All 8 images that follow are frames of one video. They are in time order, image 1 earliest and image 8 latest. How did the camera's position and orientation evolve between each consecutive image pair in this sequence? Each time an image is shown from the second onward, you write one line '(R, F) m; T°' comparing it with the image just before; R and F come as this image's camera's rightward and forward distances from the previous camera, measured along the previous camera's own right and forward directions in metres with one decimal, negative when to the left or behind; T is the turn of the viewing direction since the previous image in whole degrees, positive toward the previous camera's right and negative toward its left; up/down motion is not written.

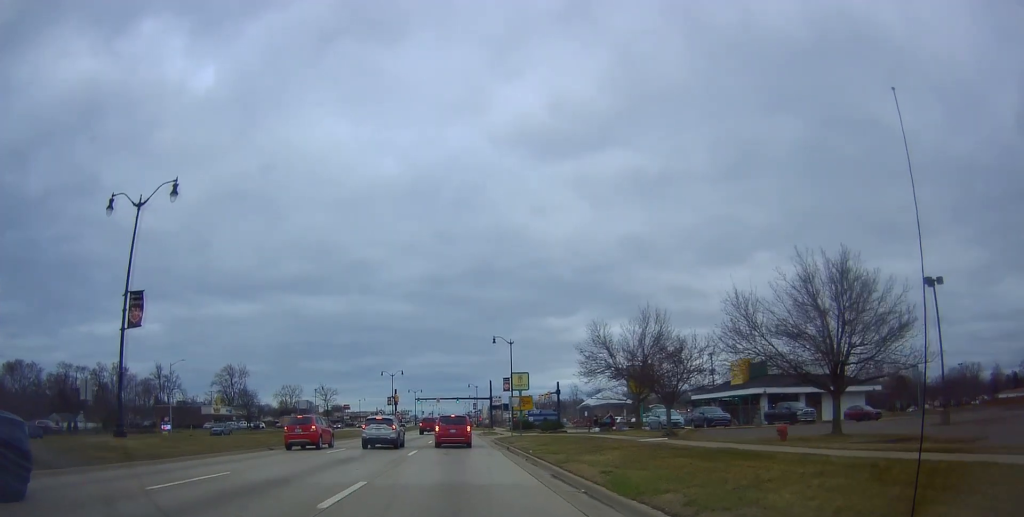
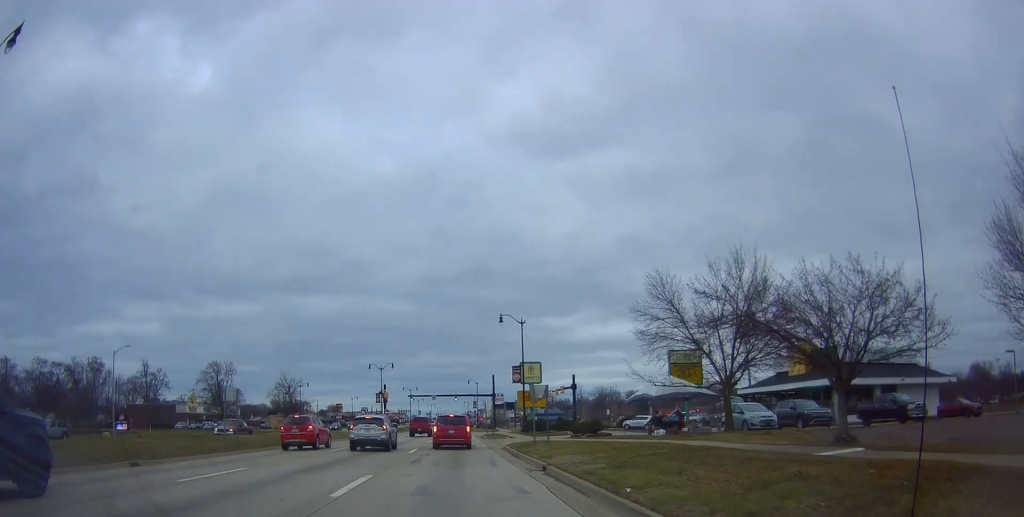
(0.0, +16.1) m; 0°
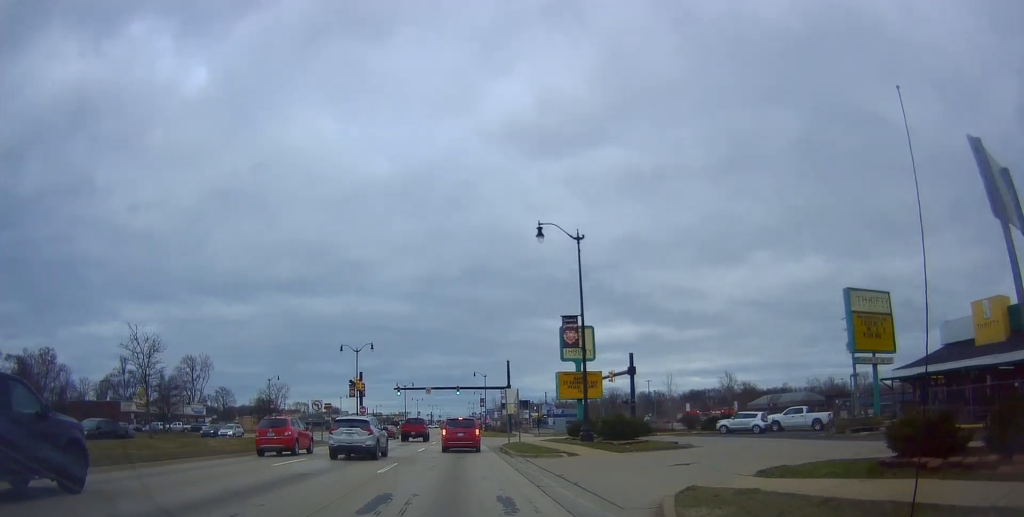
(0.0, +28.9) m; 0°
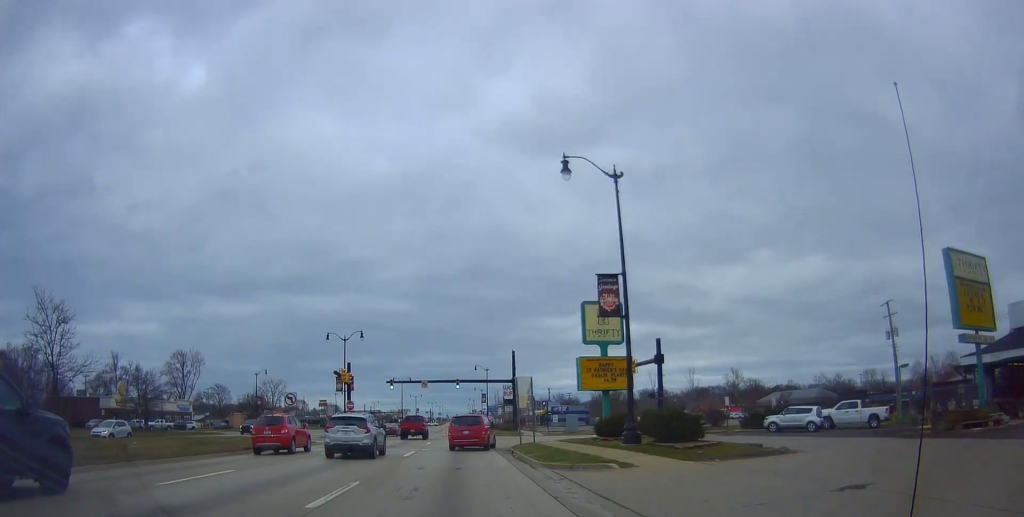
(0.0, +7.9) m; 0°
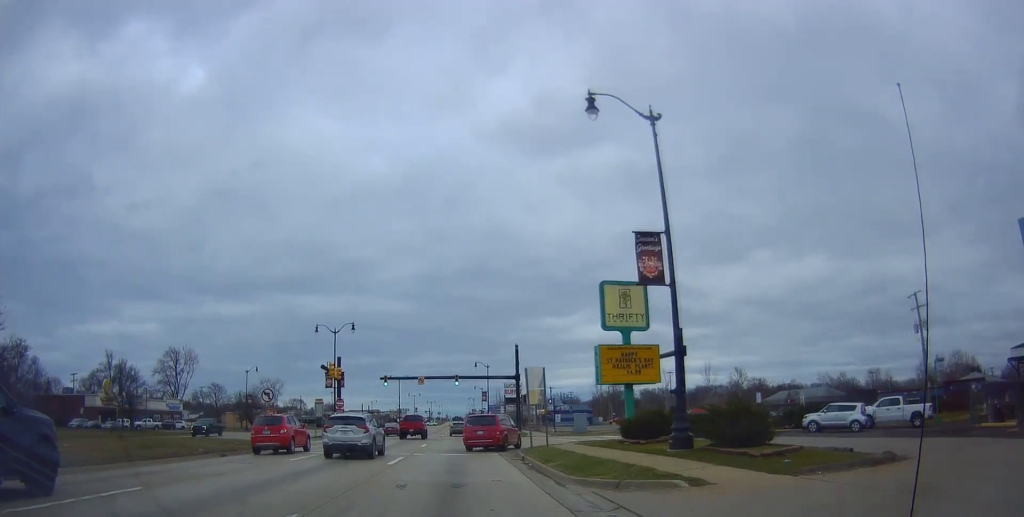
(0.0, +4.8) m; 0°
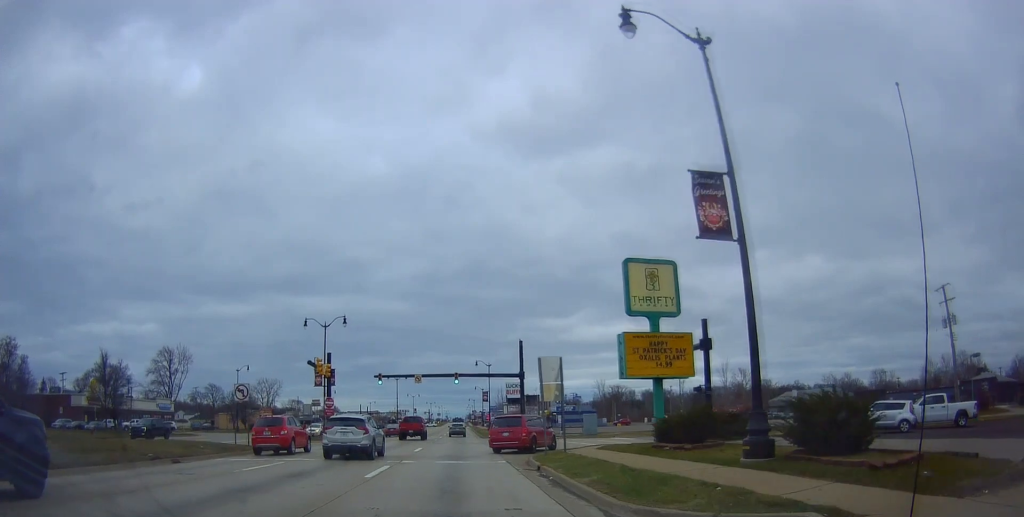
(0.0, +4.3) m; 0°
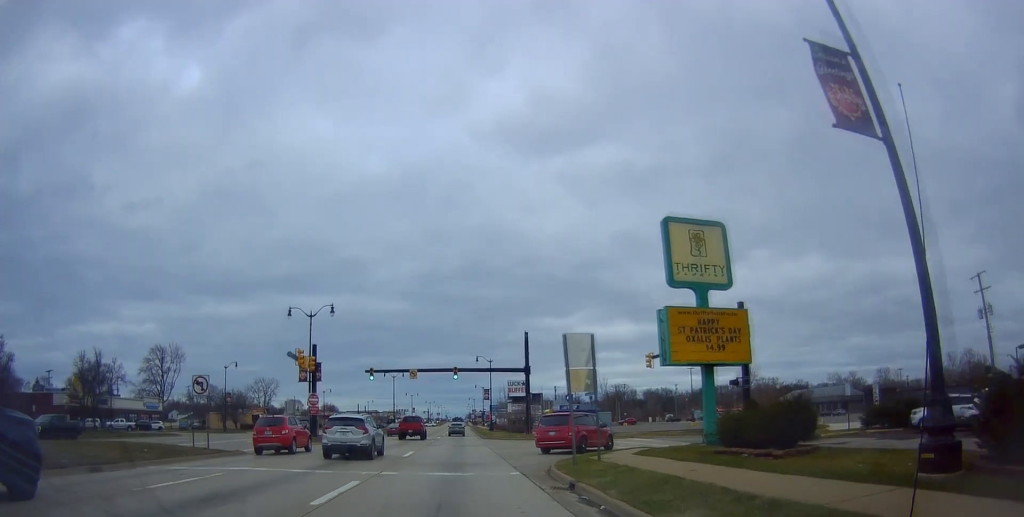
(0.0, +4.9) m; 0°
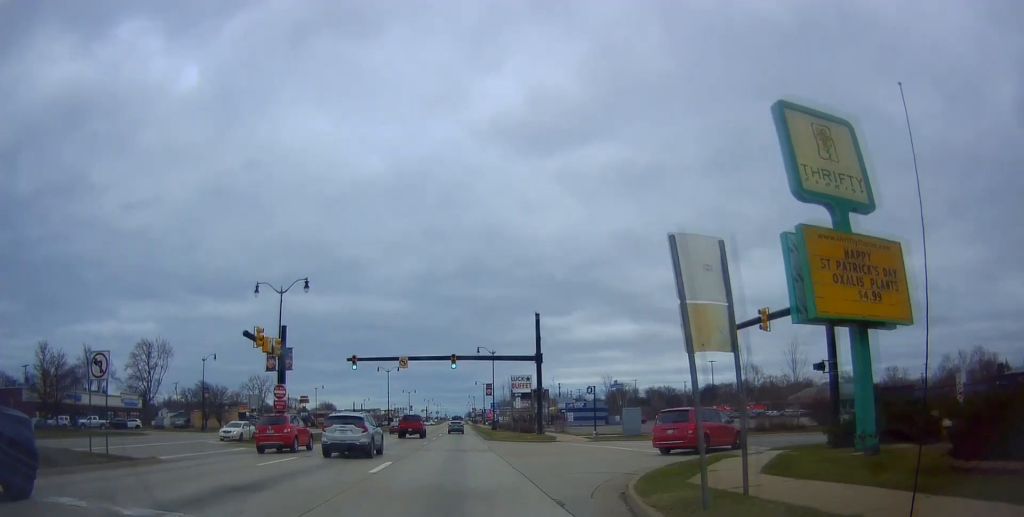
(0.0, +7.6) m; 0°
